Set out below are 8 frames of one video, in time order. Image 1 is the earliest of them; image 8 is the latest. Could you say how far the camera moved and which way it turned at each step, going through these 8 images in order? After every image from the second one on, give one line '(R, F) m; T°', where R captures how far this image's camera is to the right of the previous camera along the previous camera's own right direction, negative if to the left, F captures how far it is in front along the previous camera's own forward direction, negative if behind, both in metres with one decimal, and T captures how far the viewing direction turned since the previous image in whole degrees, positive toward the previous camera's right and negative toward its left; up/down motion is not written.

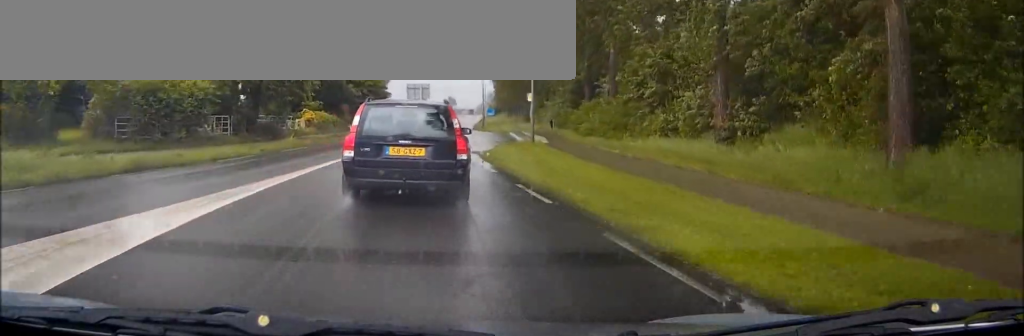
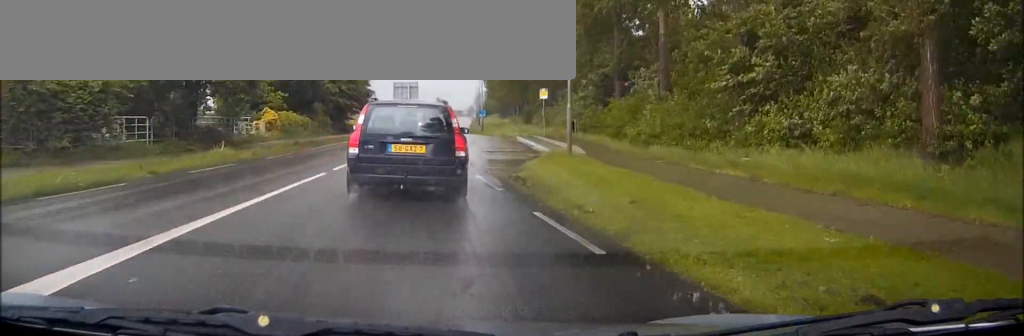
(+0.2, +8.3) m; +2°
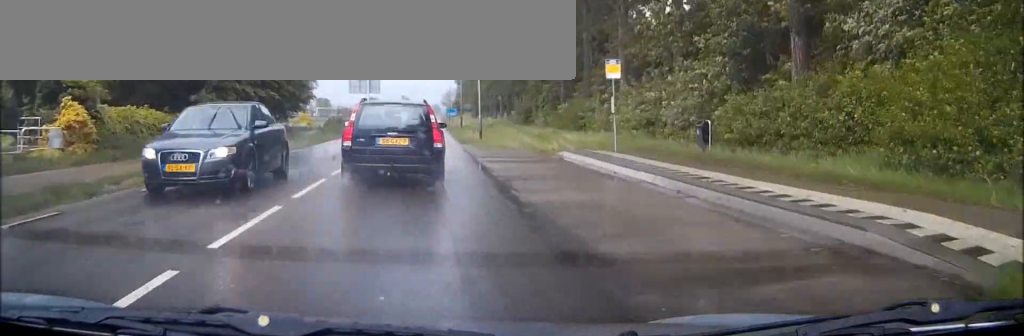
(+0.6, +18.4) m; +3°
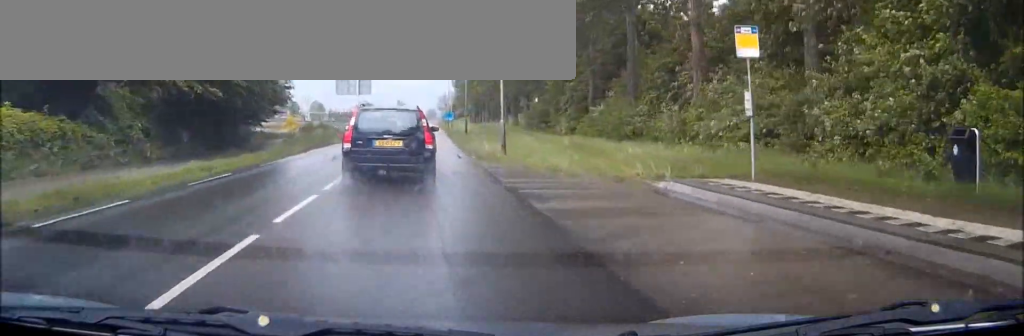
(+0.1, +8.6) m; +1°
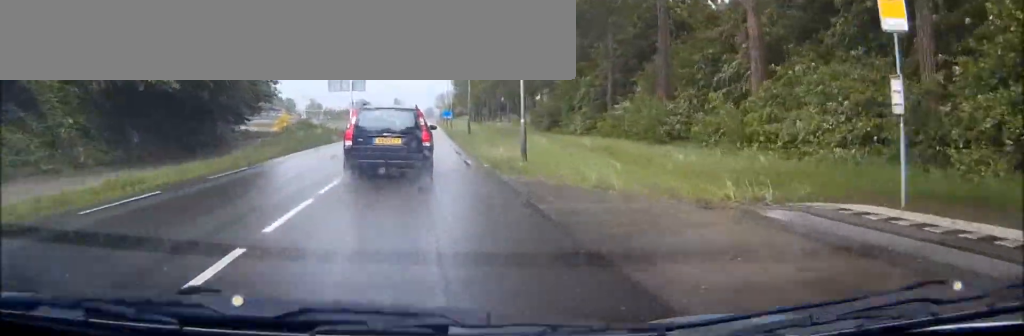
(0.0, +4.0) m; 0°
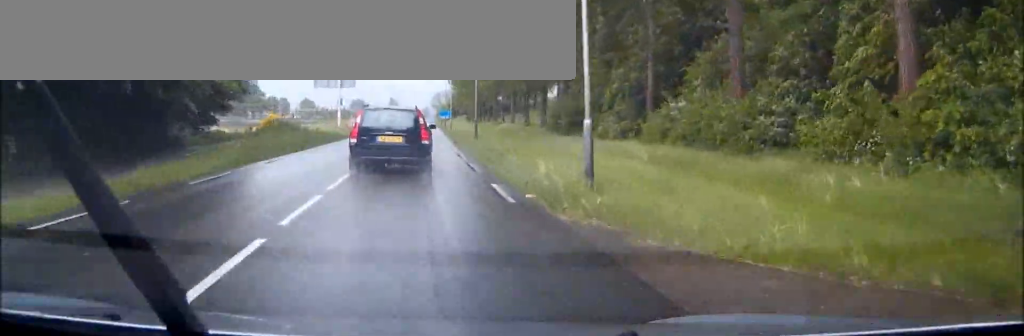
(0.0, +6.0) m; 0°
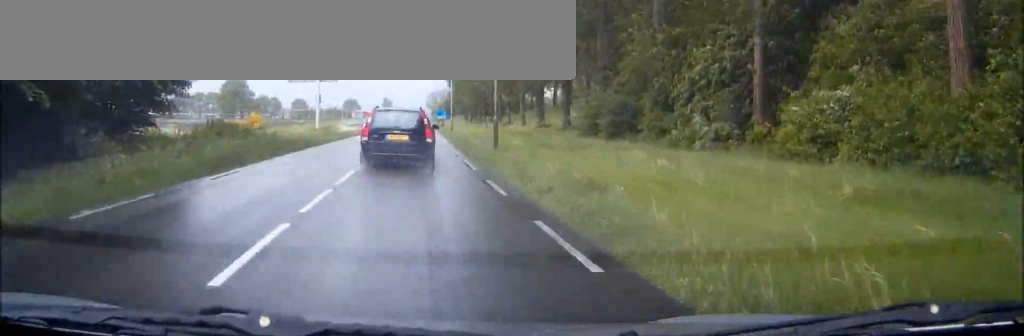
(0.0, +8.5) m; 0°
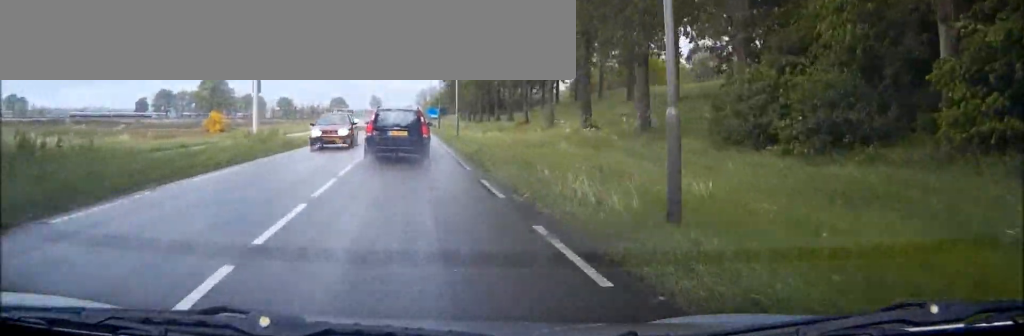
(0.0, +14.8) m; +1°
